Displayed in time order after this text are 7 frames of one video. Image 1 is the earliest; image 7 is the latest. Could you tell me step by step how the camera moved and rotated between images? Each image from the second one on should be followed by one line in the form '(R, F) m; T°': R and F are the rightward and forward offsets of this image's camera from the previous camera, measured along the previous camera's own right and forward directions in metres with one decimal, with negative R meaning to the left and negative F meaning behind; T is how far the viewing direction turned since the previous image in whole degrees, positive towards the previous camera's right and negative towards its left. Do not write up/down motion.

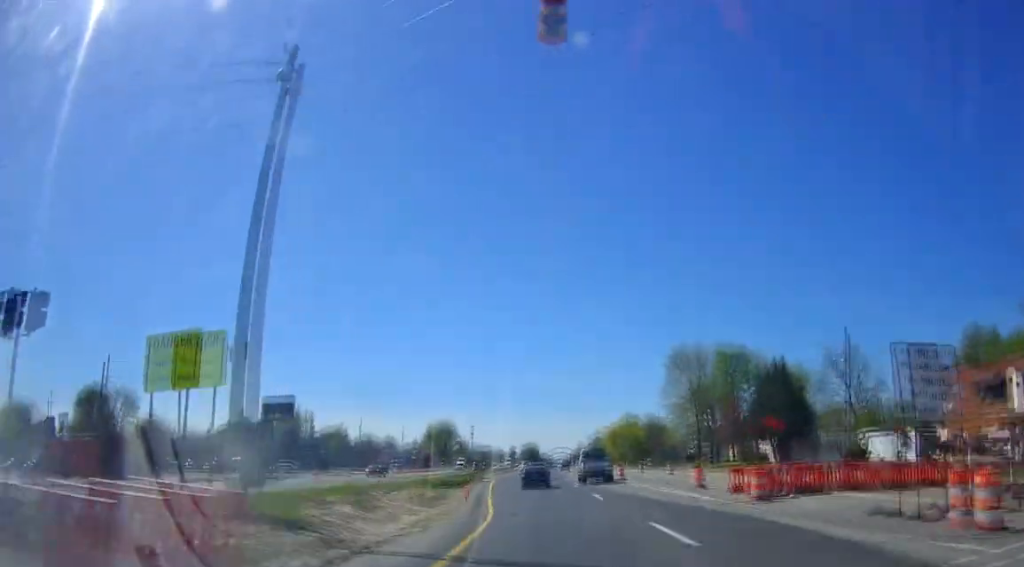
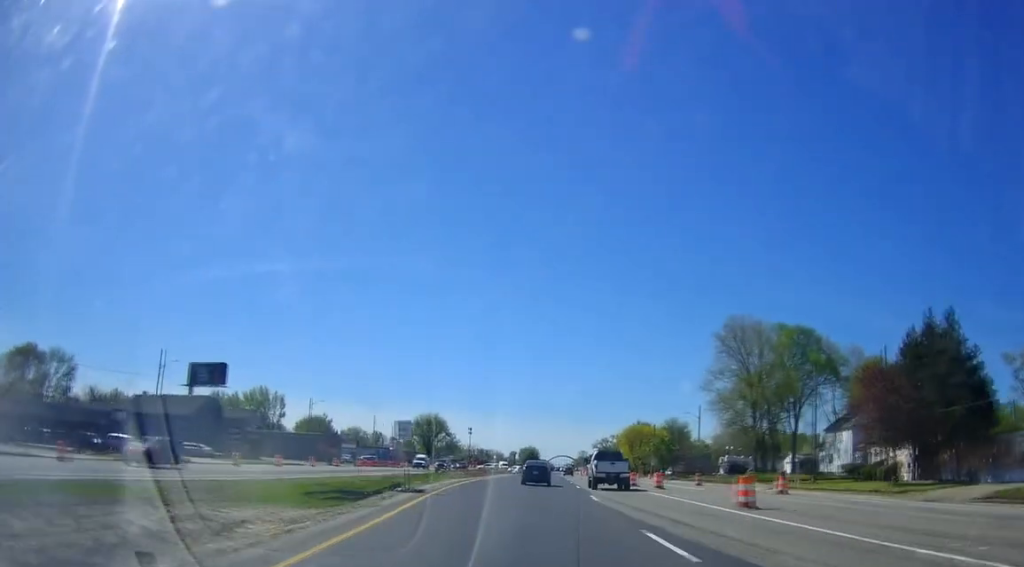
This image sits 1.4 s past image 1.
(-0.3, +36.5) m; -1°
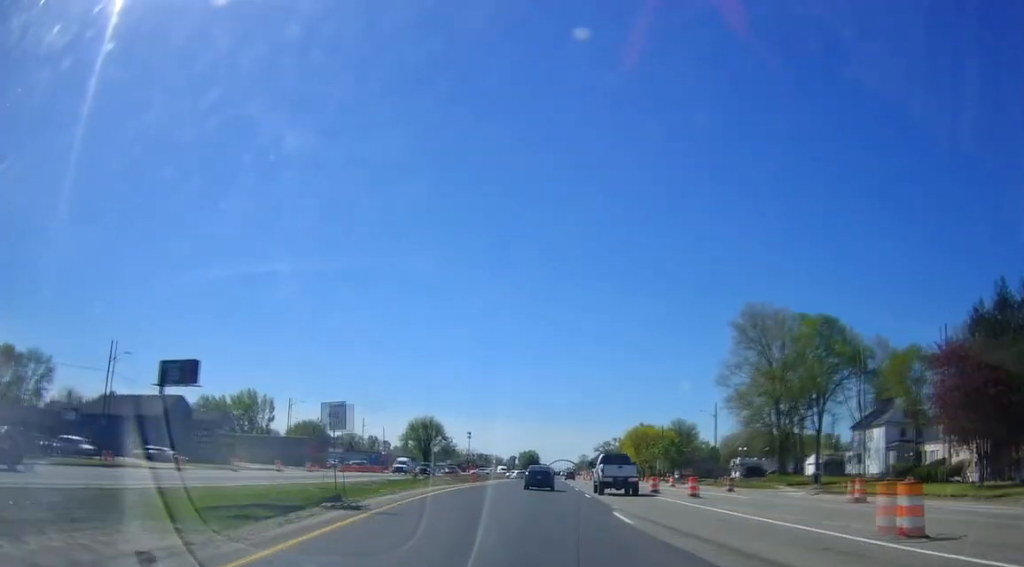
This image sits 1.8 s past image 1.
(+0.1, +10.0) m; 0°
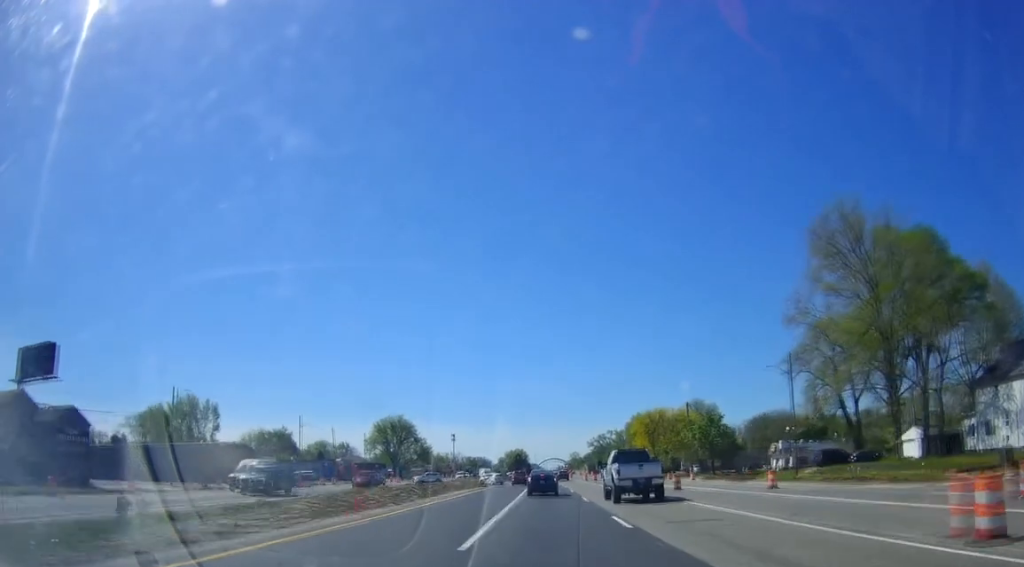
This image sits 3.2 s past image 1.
(0.0, +32.1) m; +1°
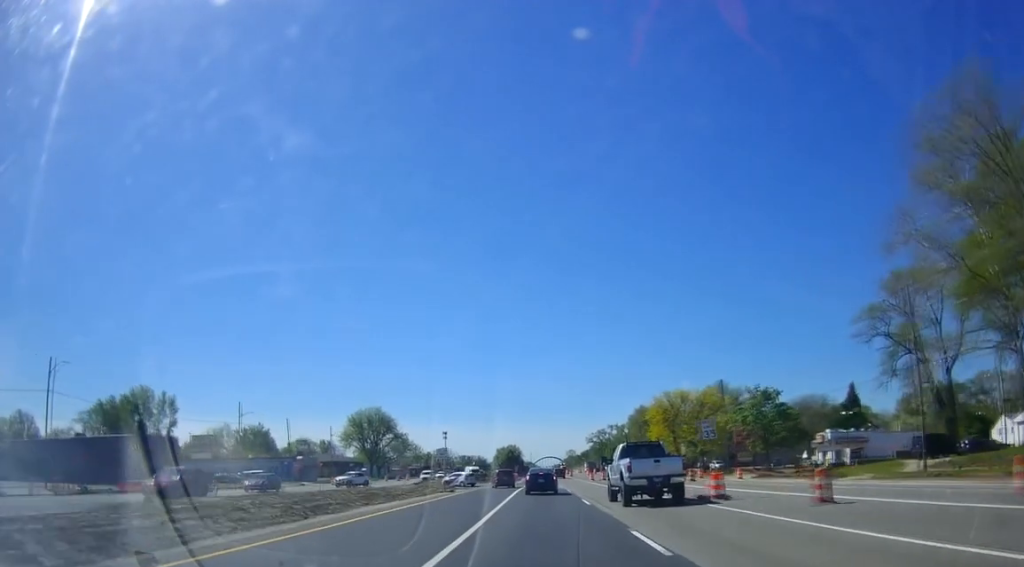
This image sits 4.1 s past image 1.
(+0.2, +21.4) m; 0°
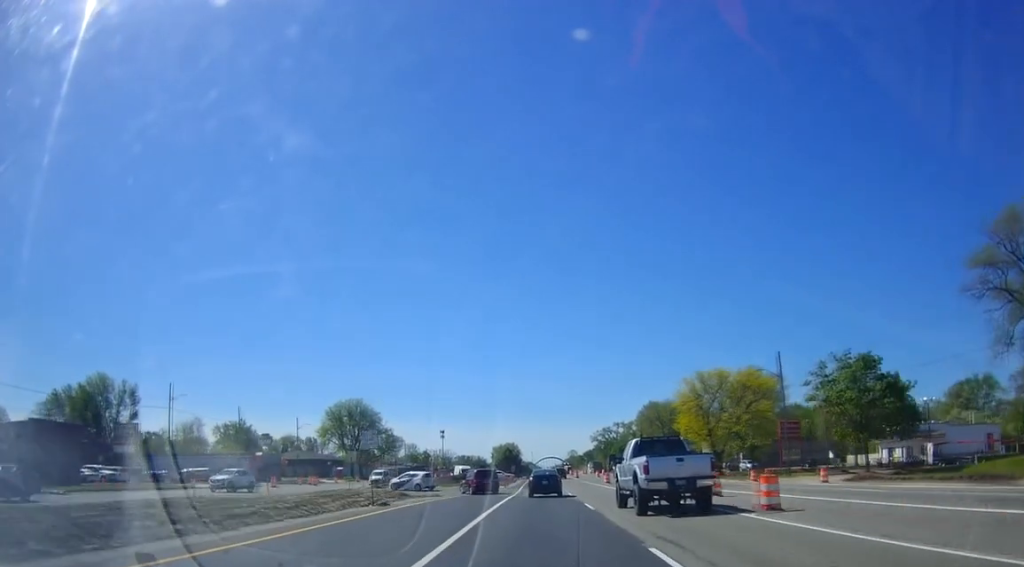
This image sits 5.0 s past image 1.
(-0.3, +18.2) m; 0°
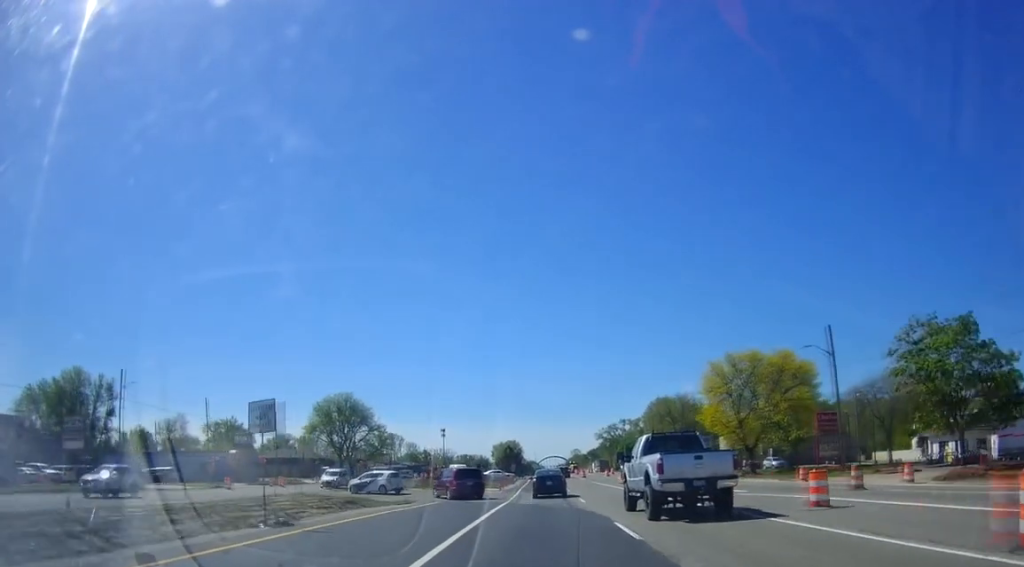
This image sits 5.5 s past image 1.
(+0.3, +10.0) m; +1°
